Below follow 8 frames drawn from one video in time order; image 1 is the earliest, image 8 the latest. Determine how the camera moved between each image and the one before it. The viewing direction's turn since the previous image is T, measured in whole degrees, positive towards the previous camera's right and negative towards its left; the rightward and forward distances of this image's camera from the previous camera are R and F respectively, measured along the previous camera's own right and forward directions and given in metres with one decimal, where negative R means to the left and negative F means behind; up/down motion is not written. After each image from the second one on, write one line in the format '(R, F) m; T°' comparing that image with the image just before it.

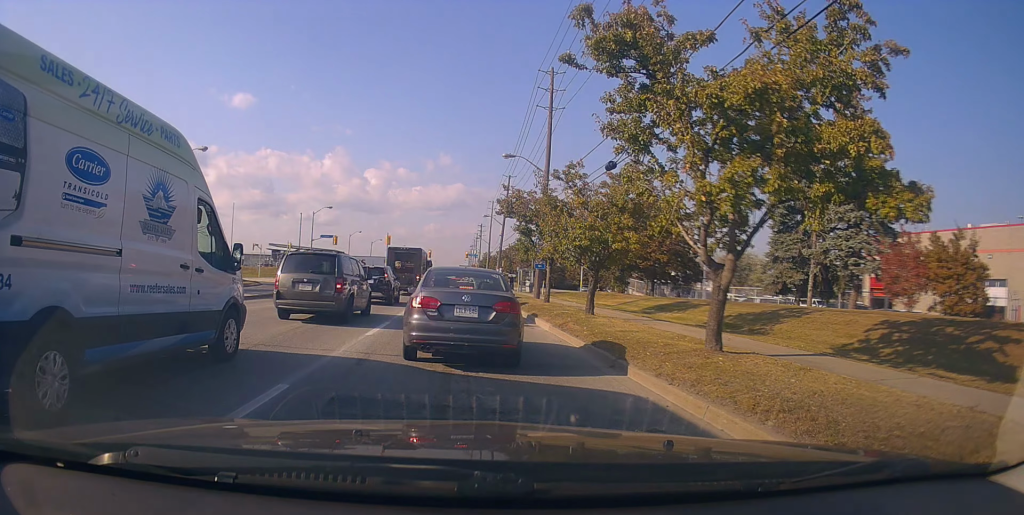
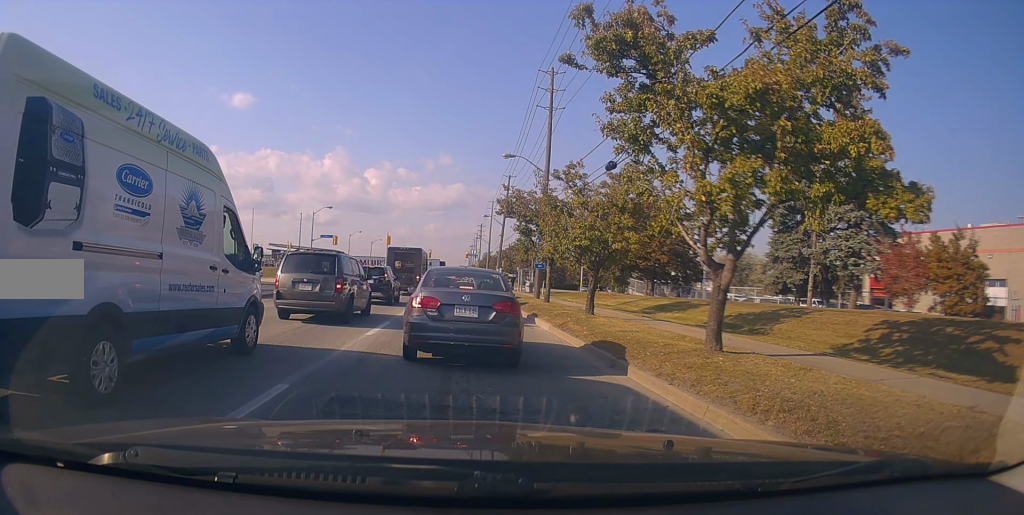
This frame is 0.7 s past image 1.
(0.0, 0.0) m; 0°
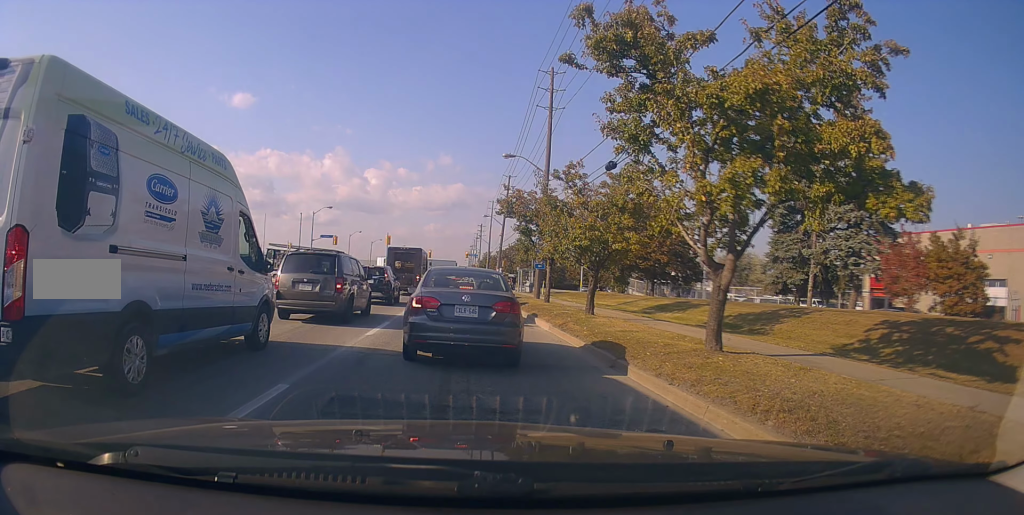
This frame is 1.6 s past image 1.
(0.0, 0.0) m; 0°
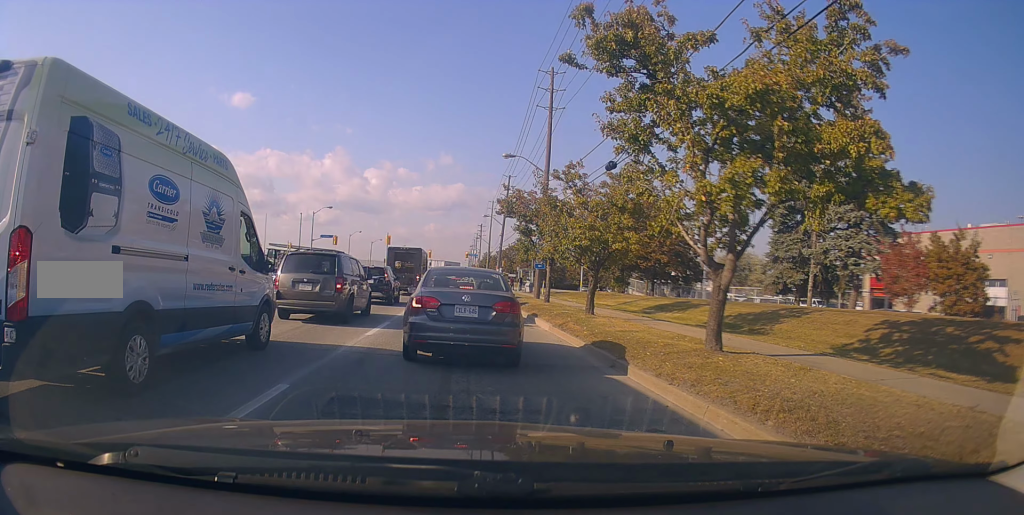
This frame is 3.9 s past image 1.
(0.0, 0.0) m; 0°
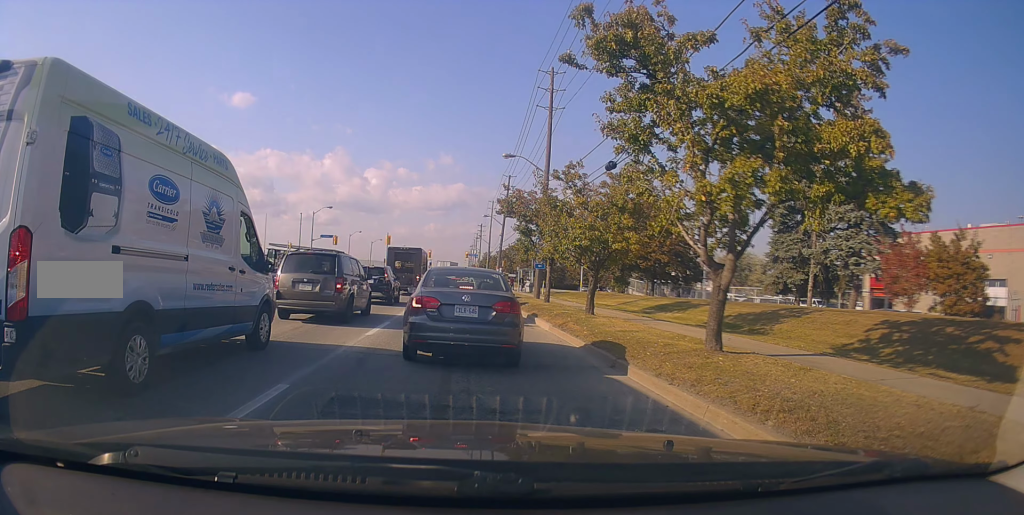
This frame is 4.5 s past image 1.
(0.0, 0.0) m; 0°
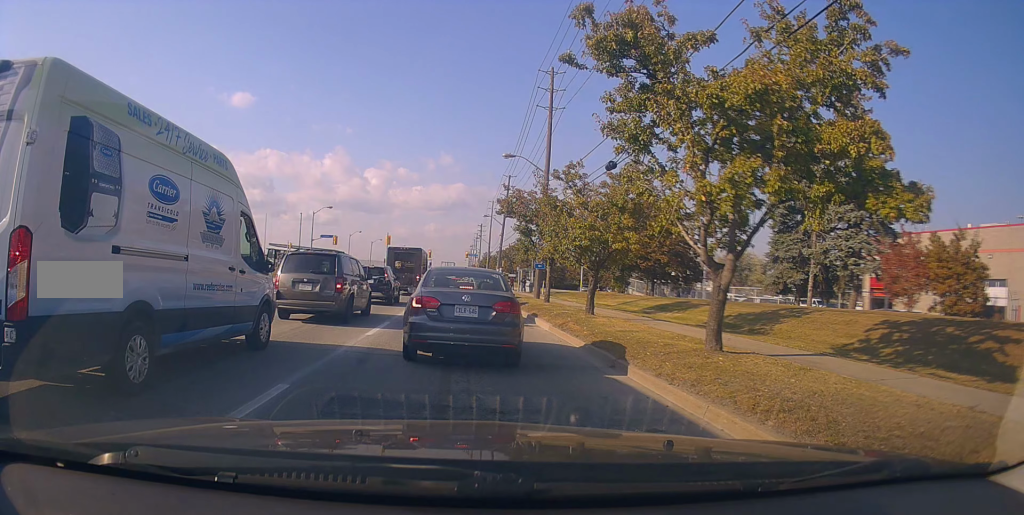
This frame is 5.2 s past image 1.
(0.0, 0.0) m; 0°
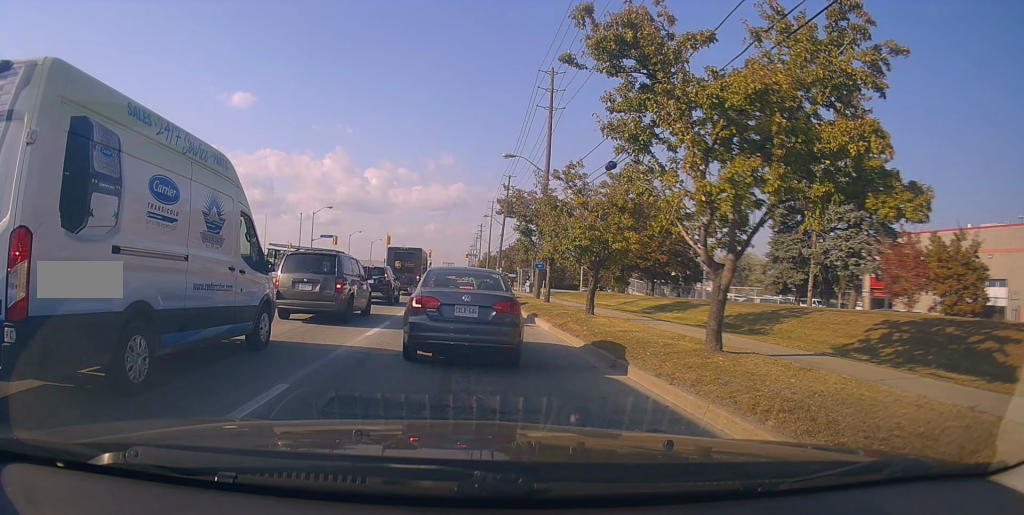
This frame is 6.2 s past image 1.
(0.0, 0.0) m; 0°
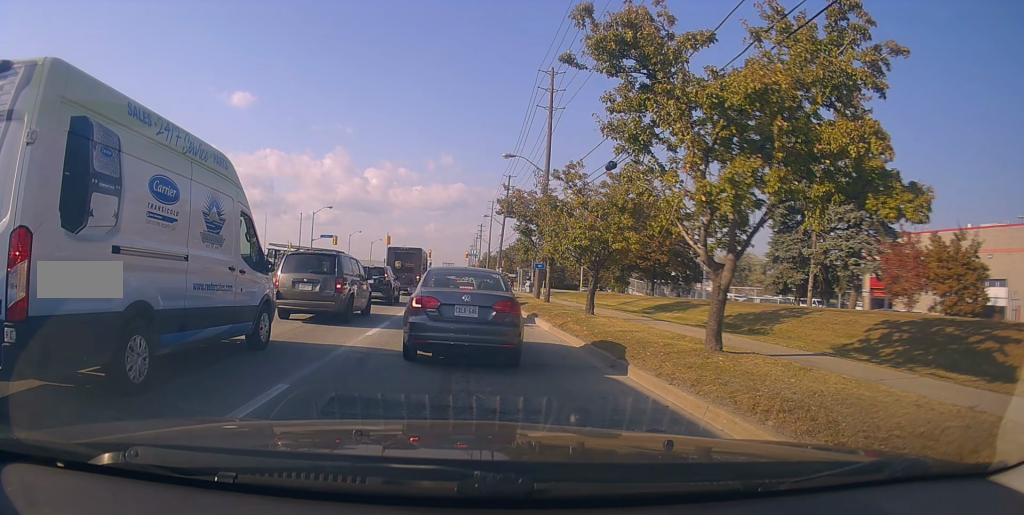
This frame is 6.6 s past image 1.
(0.0, 0.0) m; 0°
